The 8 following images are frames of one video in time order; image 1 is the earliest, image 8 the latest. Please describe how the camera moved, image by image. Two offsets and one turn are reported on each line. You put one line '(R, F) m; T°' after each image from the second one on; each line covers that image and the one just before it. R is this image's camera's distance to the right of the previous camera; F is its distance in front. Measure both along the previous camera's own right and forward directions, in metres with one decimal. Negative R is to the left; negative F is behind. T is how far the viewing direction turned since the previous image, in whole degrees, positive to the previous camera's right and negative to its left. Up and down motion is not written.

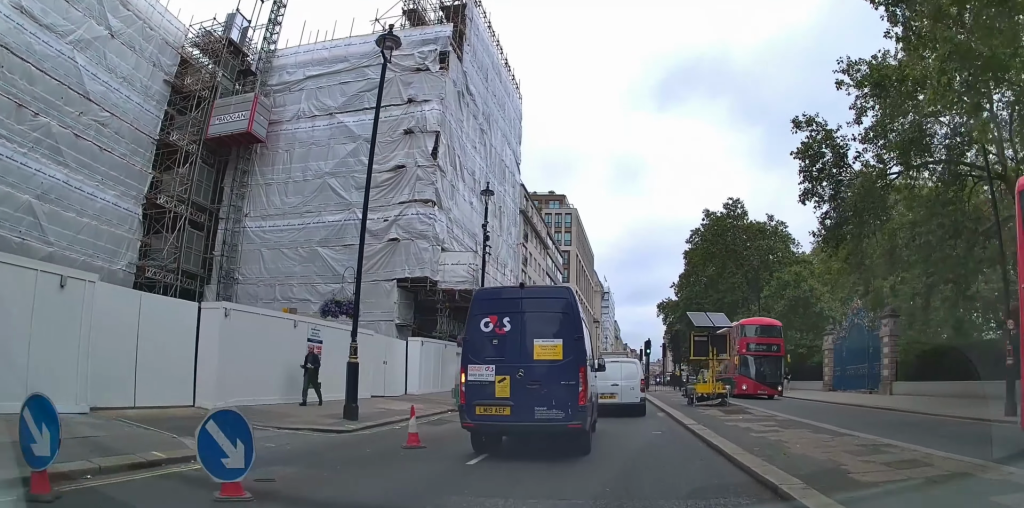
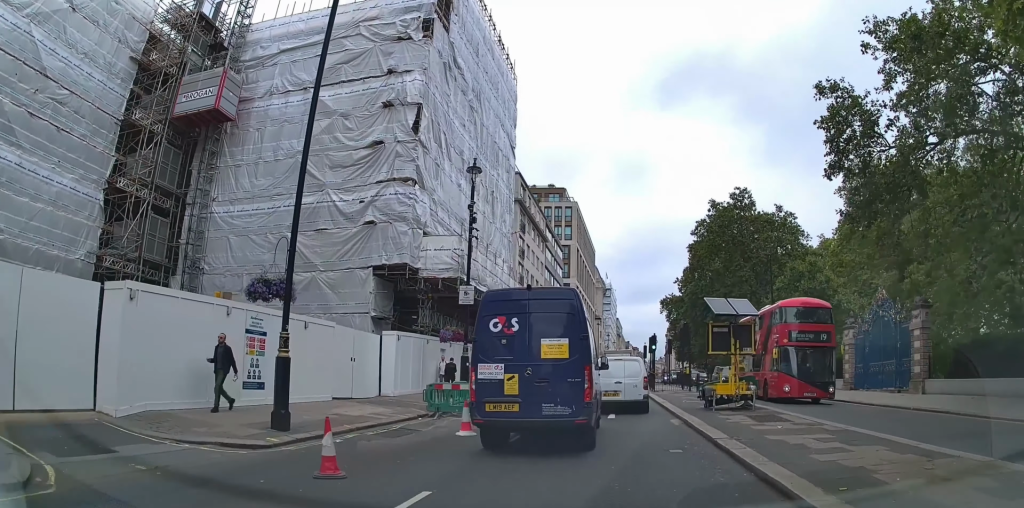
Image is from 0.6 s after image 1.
(-0.1, +3.6) m; 0°
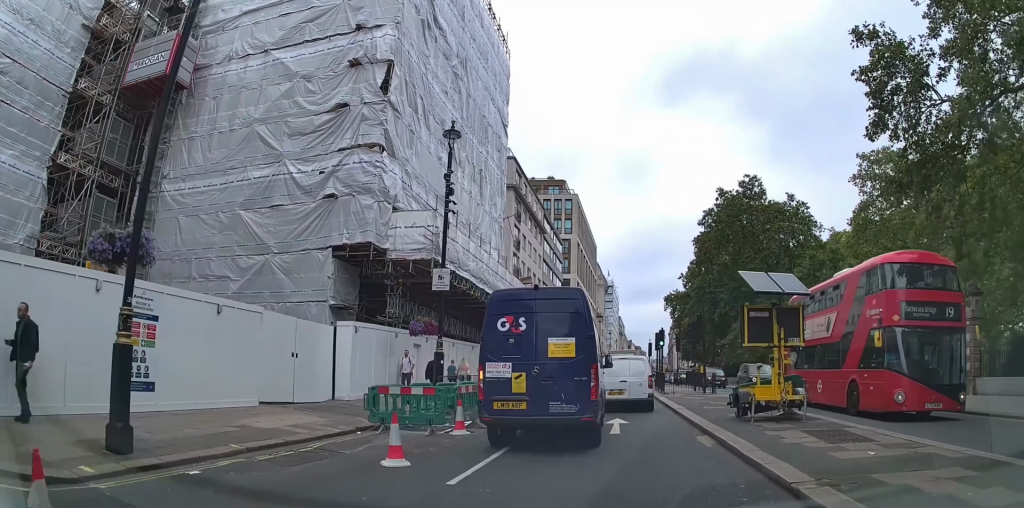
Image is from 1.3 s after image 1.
(-0.1, +4.5) m; 0°
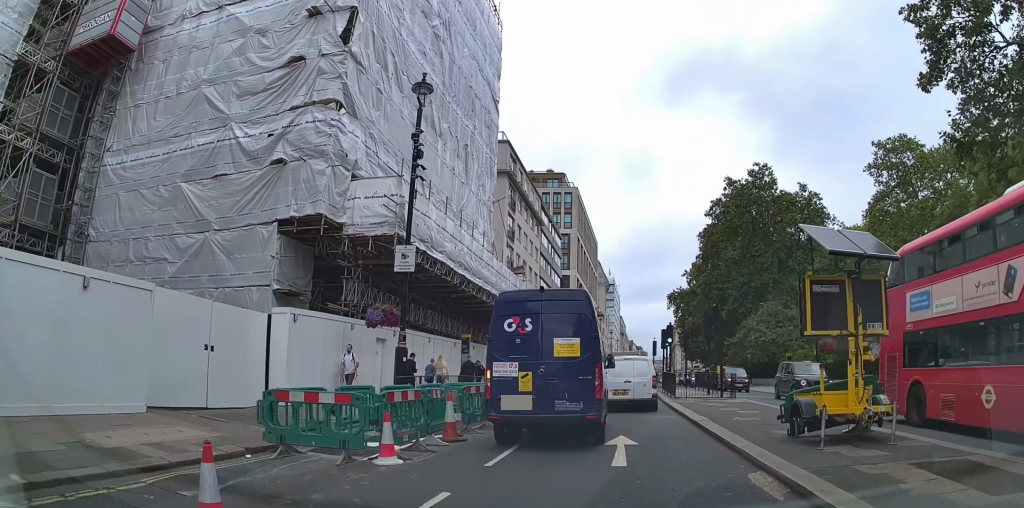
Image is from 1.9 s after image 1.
(+0.1, +4.4) m; +1°
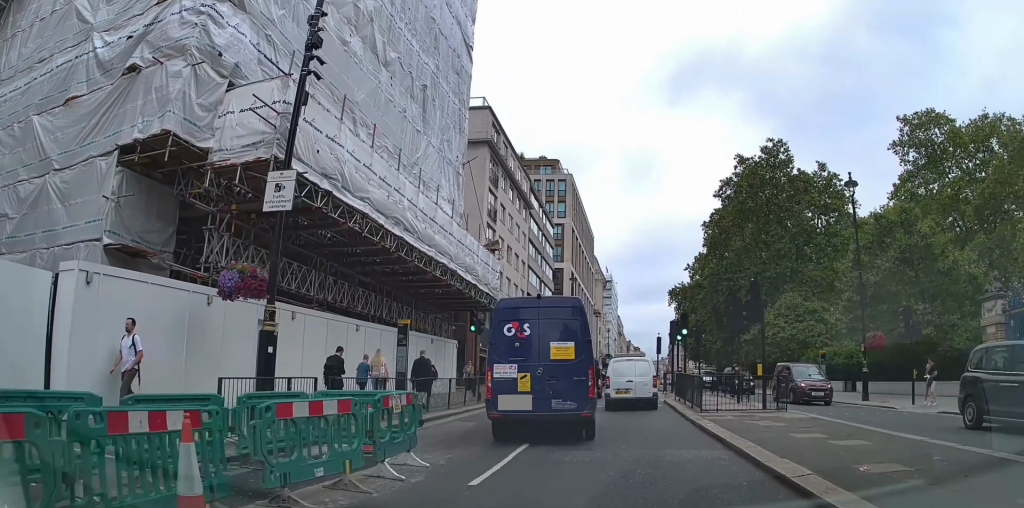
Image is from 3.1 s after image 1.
(0.0, +7.7) m; 0°
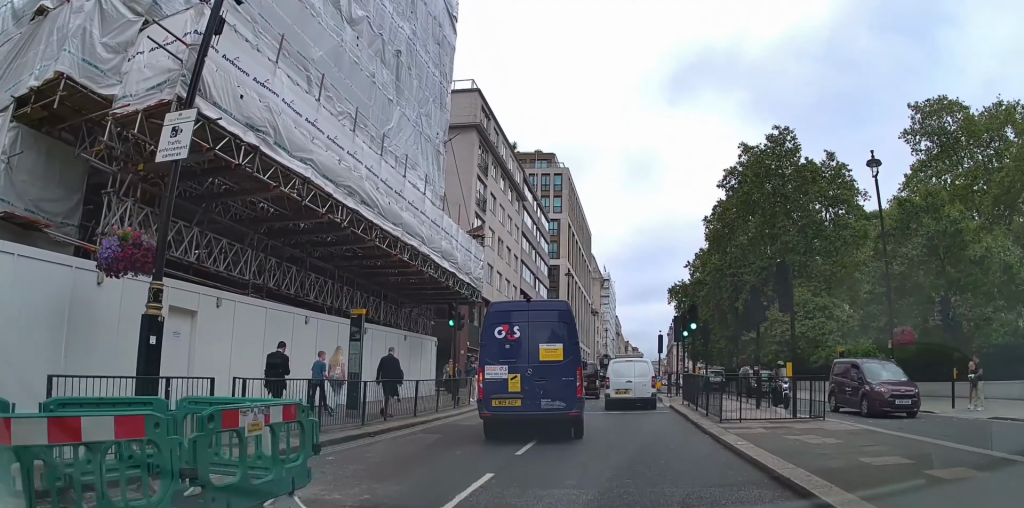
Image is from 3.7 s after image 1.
(0.0, +3.3) m; 0°
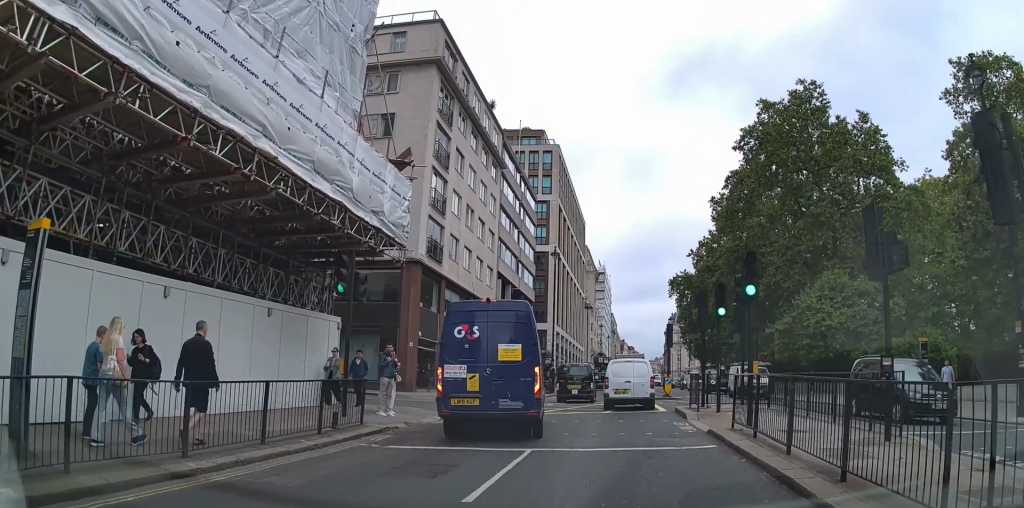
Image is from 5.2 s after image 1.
(+0.1, +9.4) m; +2°
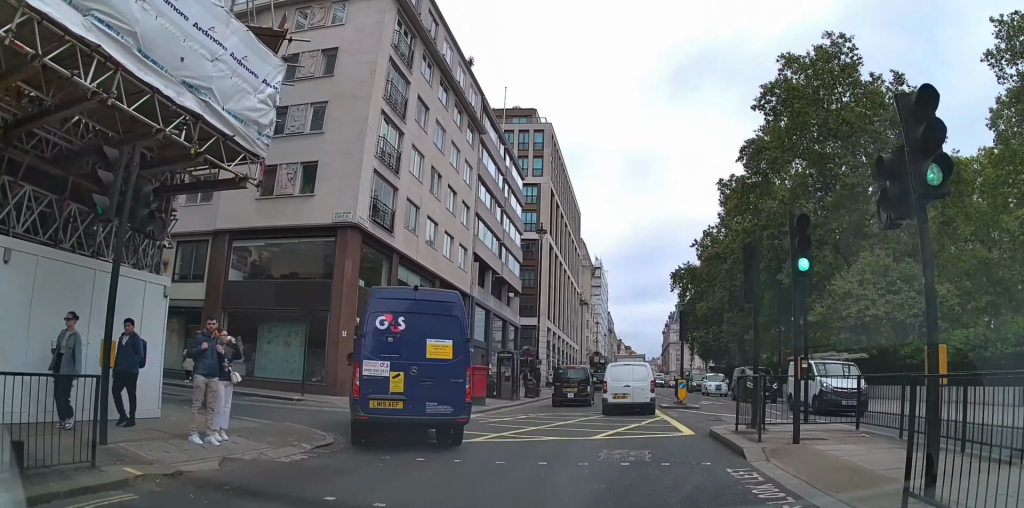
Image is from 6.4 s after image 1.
(0.0, +7.4) m; 0°
